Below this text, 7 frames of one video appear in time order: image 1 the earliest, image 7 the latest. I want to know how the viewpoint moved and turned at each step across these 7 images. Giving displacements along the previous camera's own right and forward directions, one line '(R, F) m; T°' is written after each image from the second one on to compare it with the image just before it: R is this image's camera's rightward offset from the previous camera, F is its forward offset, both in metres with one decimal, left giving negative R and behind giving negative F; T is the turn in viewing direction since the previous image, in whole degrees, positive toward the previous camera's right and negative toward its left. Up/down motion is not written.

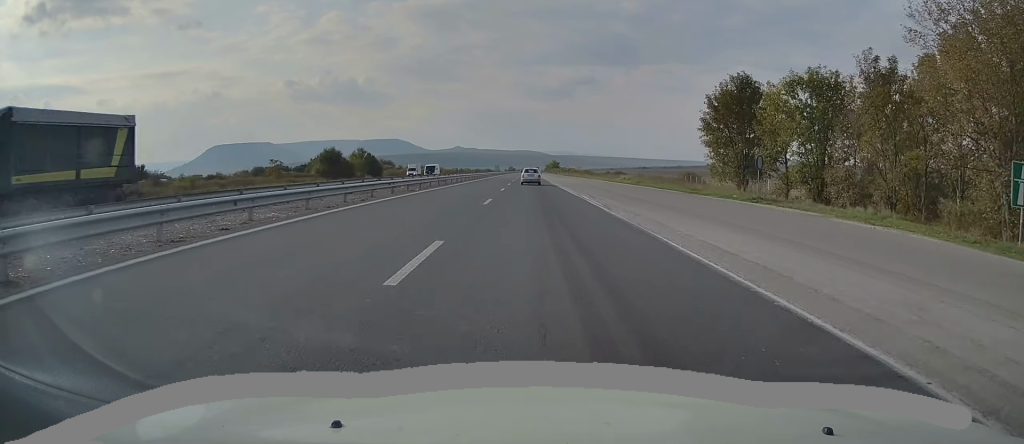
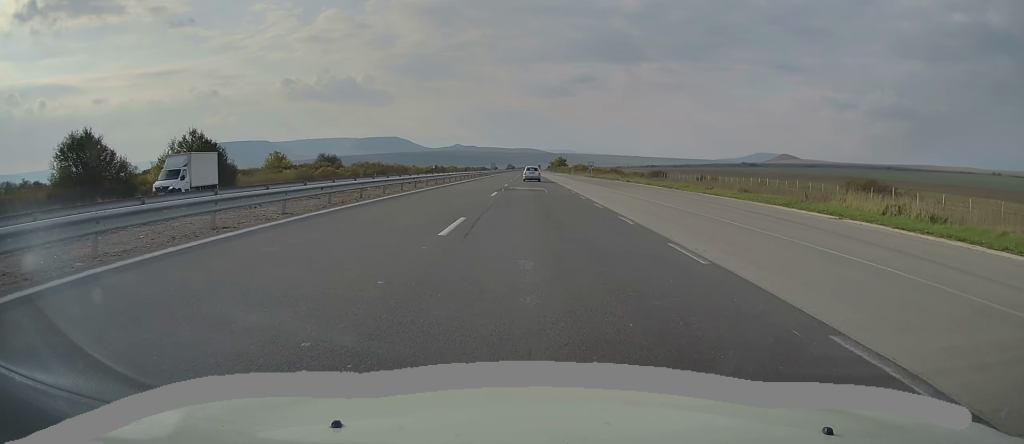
(+0.2, +73.8) m; 0°
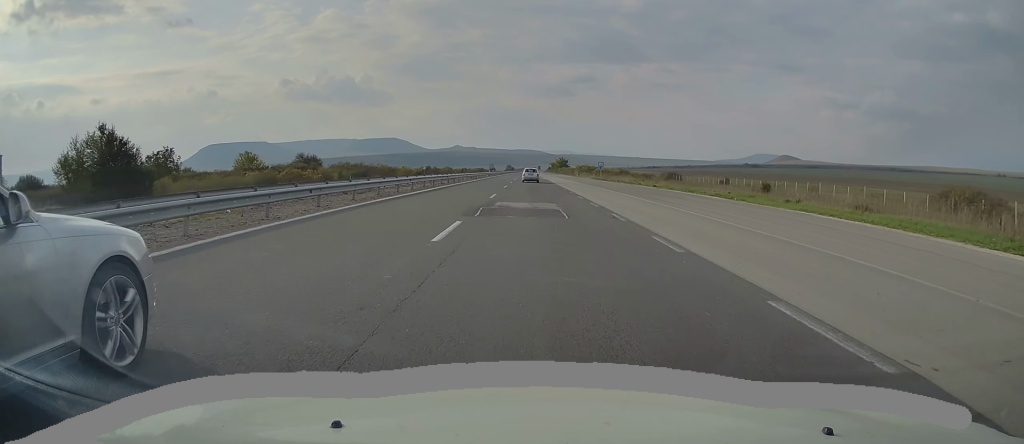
(+0.2, +17.1) m; 0°
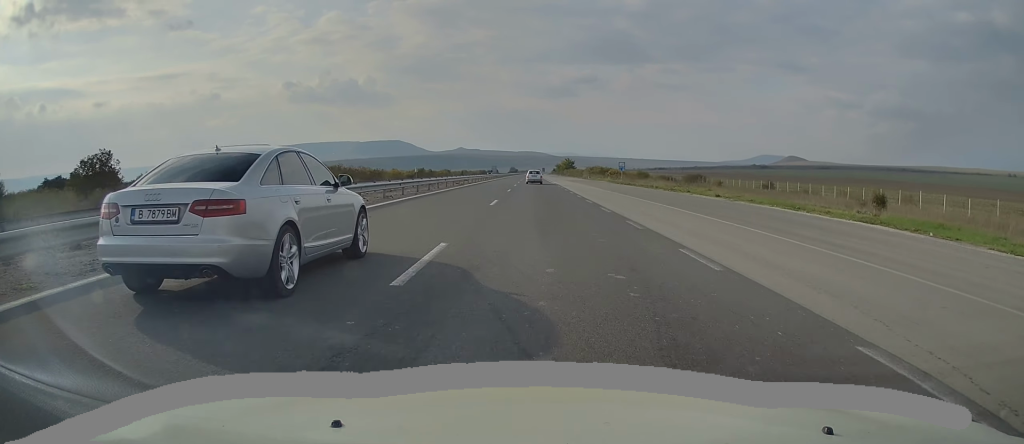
(-0.1, +20.0) m; 0°
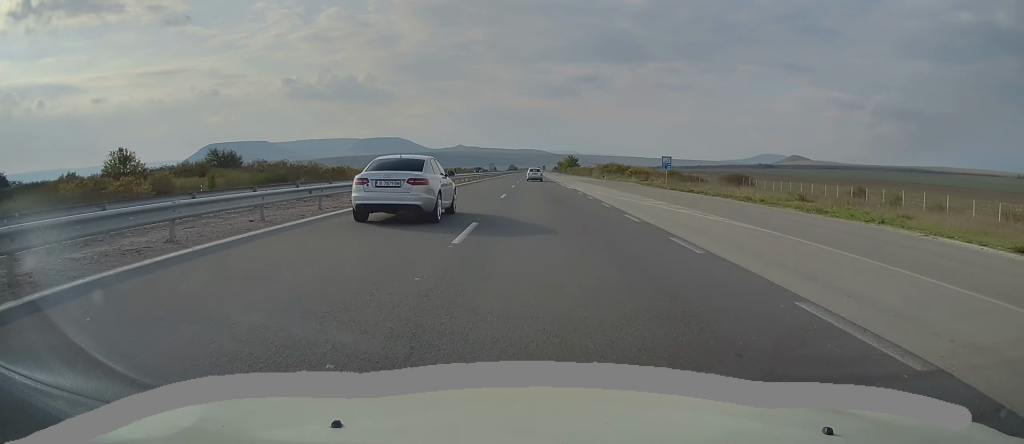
(-0.2, +29.0) m; 0°
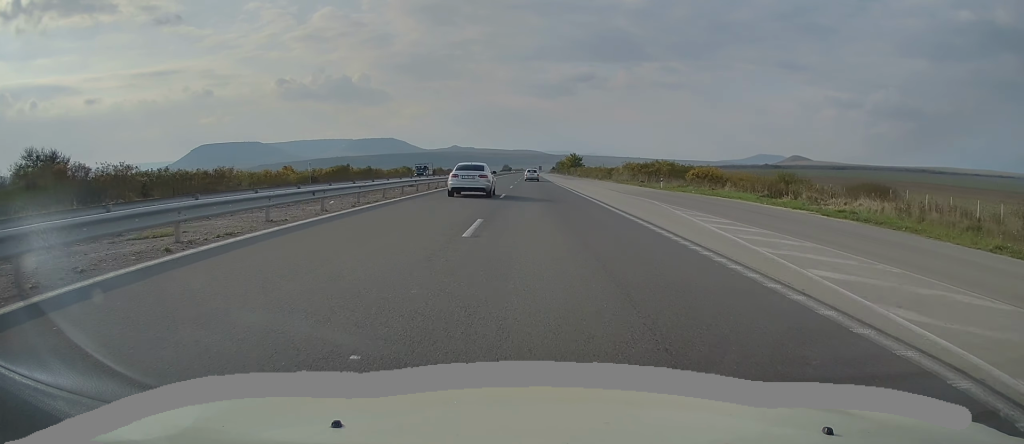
(+0.5, +47.9) m; 0°
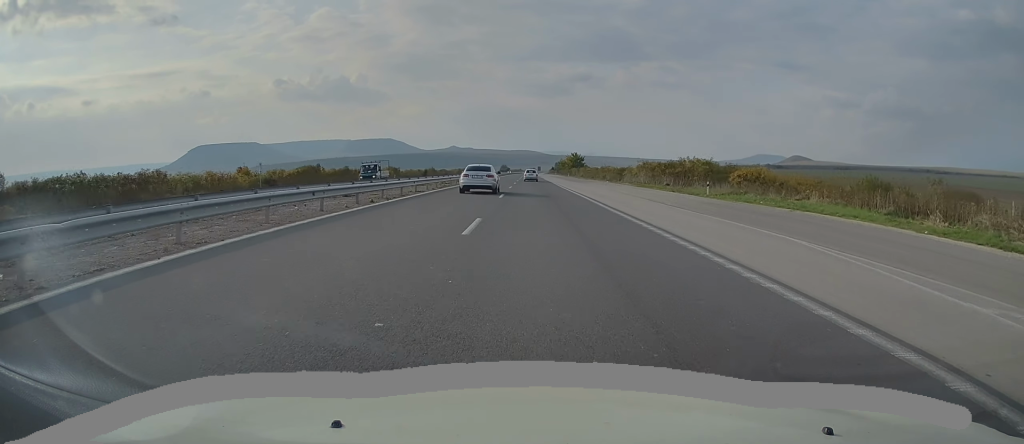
(-0.2, +15.9) m; 0°
